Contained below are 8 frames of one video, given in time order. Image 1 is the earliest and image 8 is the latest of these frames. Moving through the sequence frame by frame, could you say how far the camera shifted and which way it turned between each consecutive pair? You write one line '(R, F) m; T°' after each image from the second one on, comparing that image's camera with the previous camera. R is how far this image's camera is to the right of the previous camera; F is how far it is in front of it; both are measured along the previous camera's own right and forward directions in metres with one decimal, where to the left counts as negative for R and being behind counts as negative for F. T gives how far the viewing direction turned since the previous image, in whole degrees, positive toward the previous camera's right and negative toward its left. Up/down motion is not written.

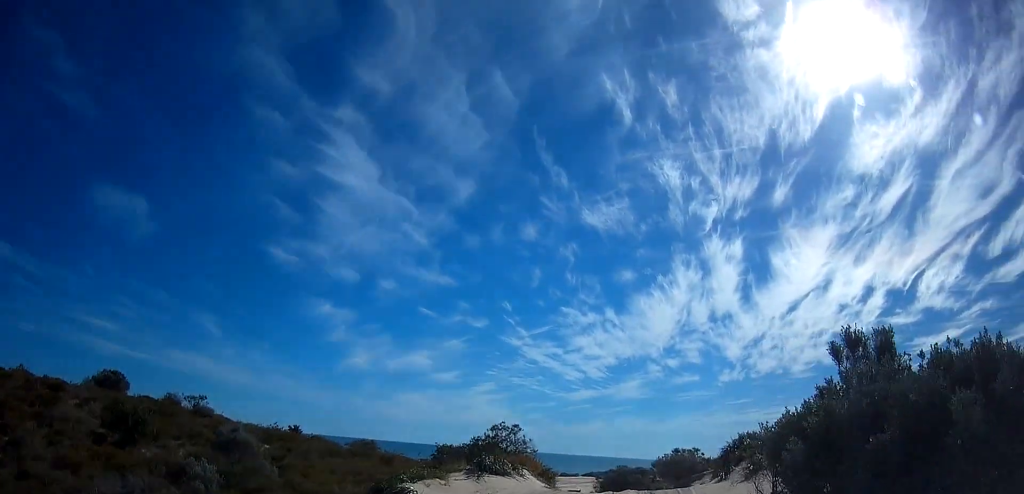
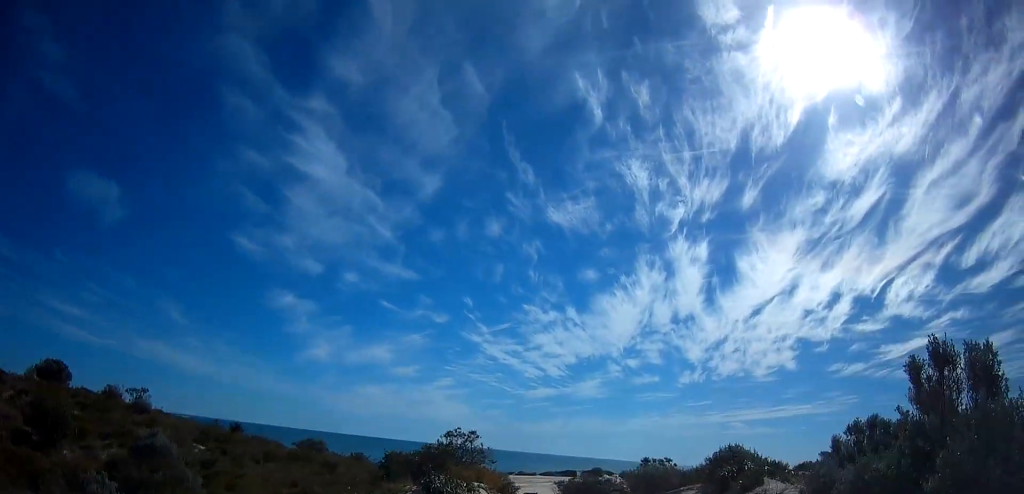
(+0.2, +1.7) m; +4°
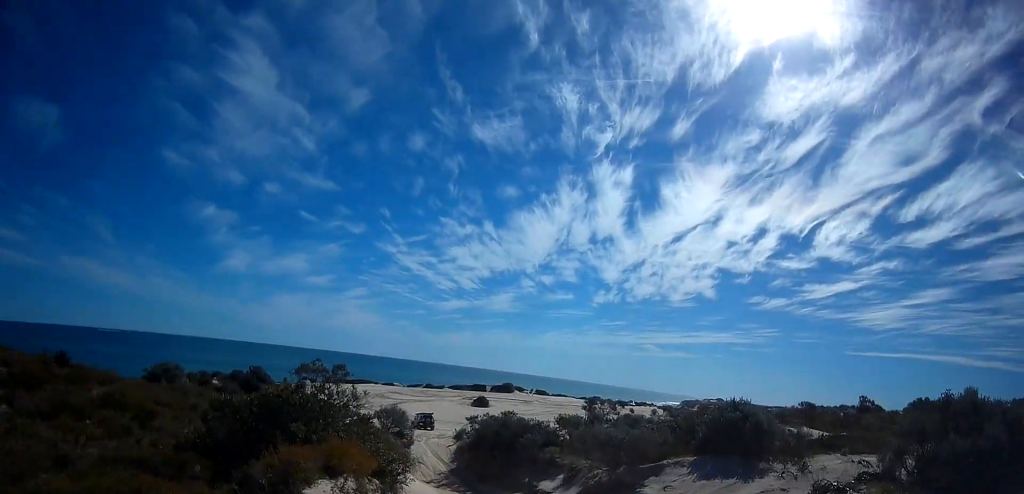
(-0.4, +5.8) m; -3°
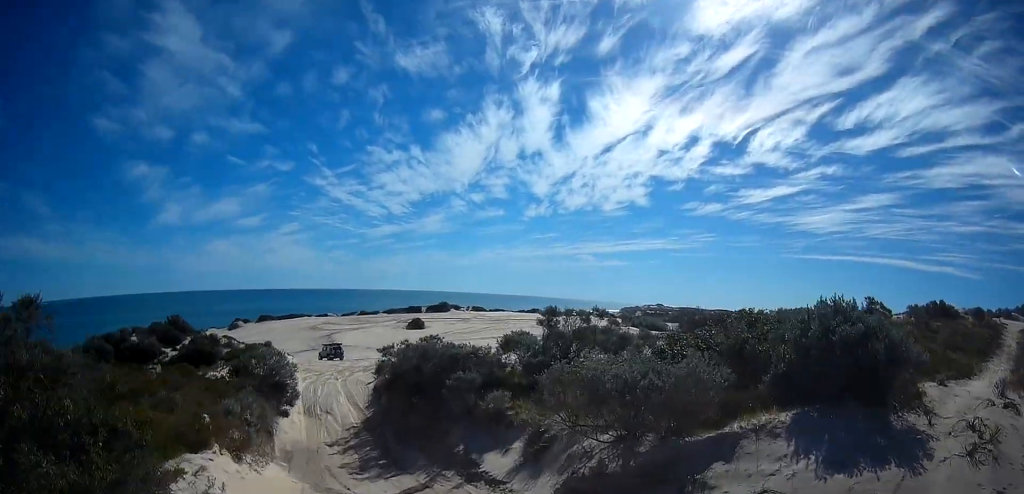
(+1.4, +5.5) m; +10°
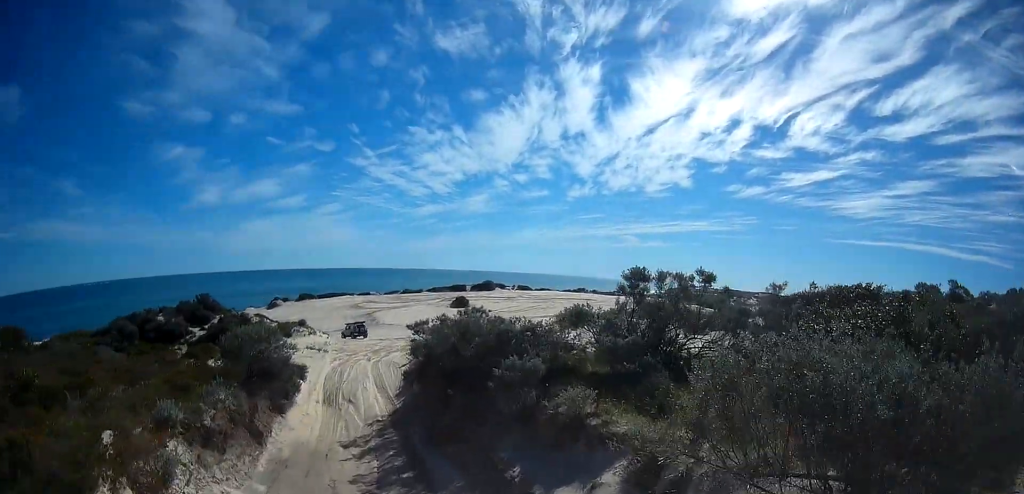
(-0.3, +2.9) m; -11°
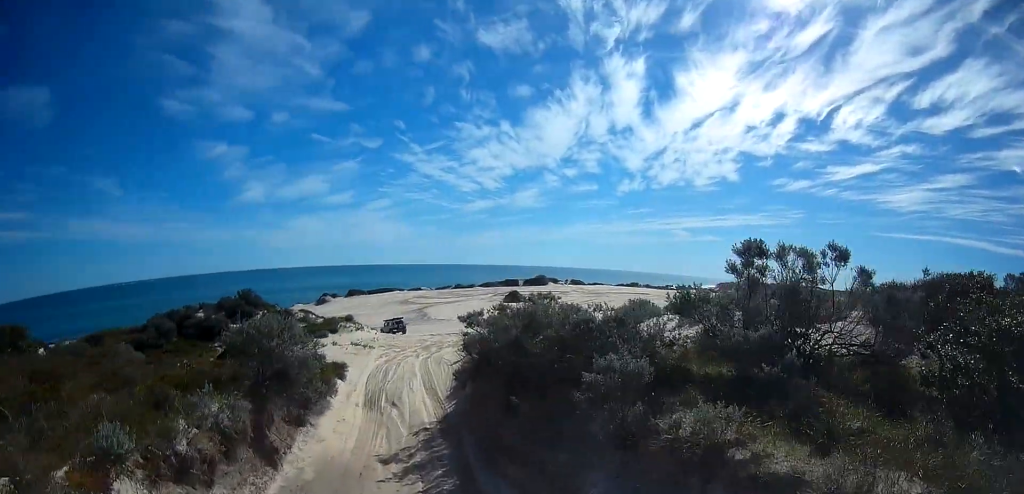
(-0.2, +1.9) m; -9°
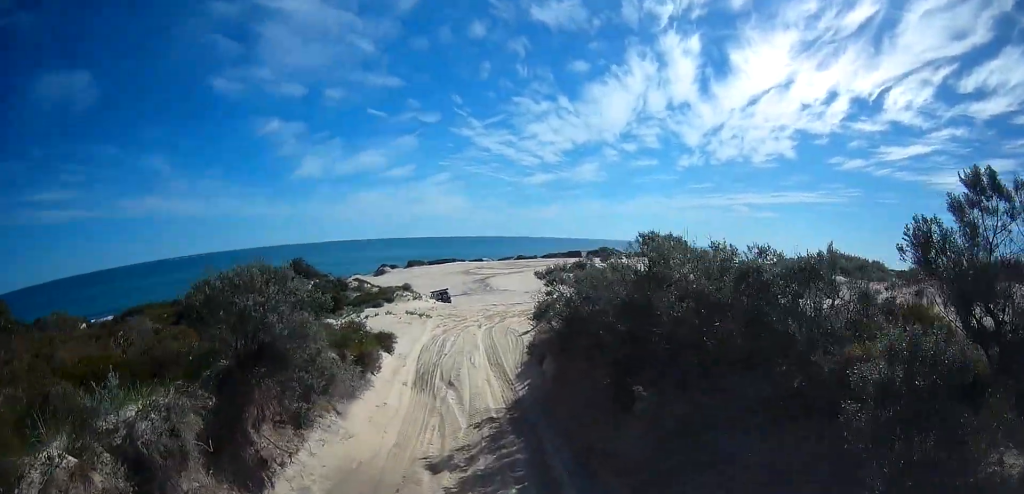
(-0.2, +2.8) m; +1°
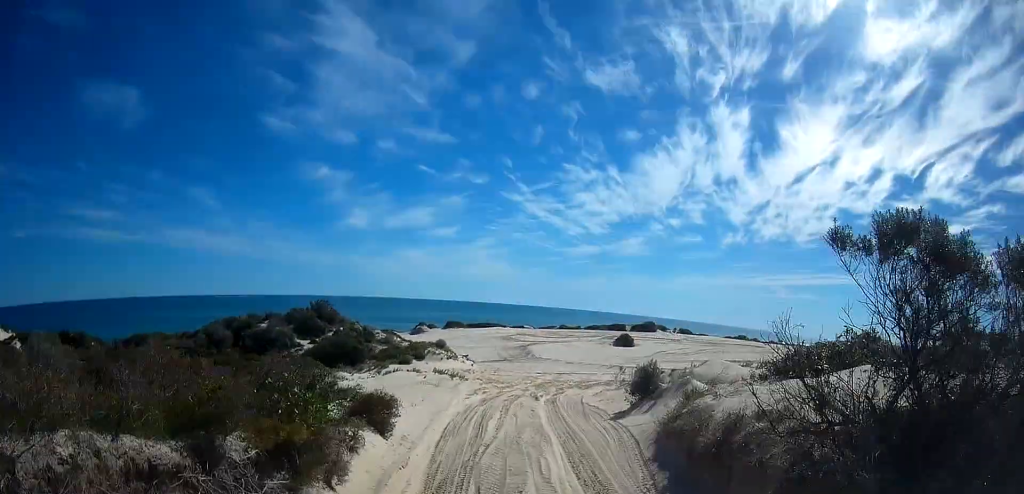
(+0.4, +6.1) m; +5°
